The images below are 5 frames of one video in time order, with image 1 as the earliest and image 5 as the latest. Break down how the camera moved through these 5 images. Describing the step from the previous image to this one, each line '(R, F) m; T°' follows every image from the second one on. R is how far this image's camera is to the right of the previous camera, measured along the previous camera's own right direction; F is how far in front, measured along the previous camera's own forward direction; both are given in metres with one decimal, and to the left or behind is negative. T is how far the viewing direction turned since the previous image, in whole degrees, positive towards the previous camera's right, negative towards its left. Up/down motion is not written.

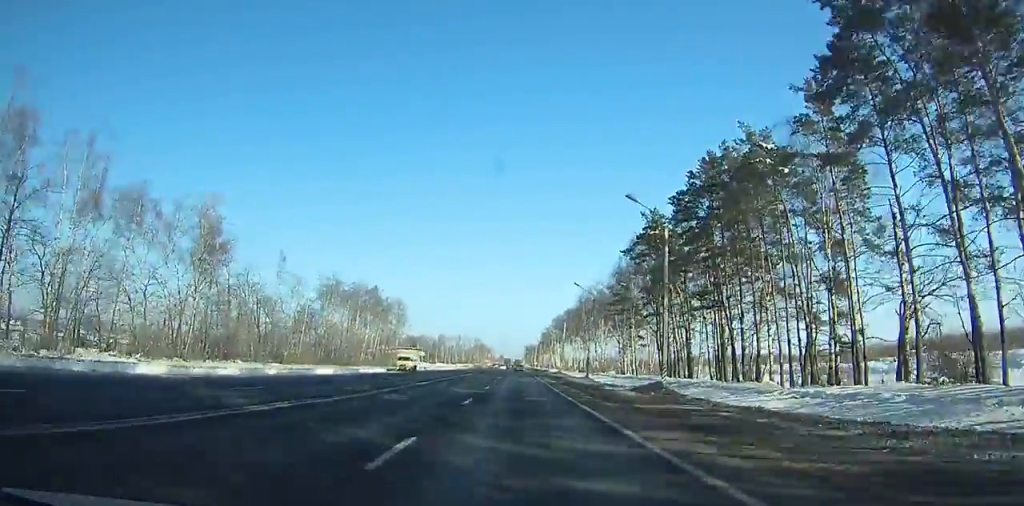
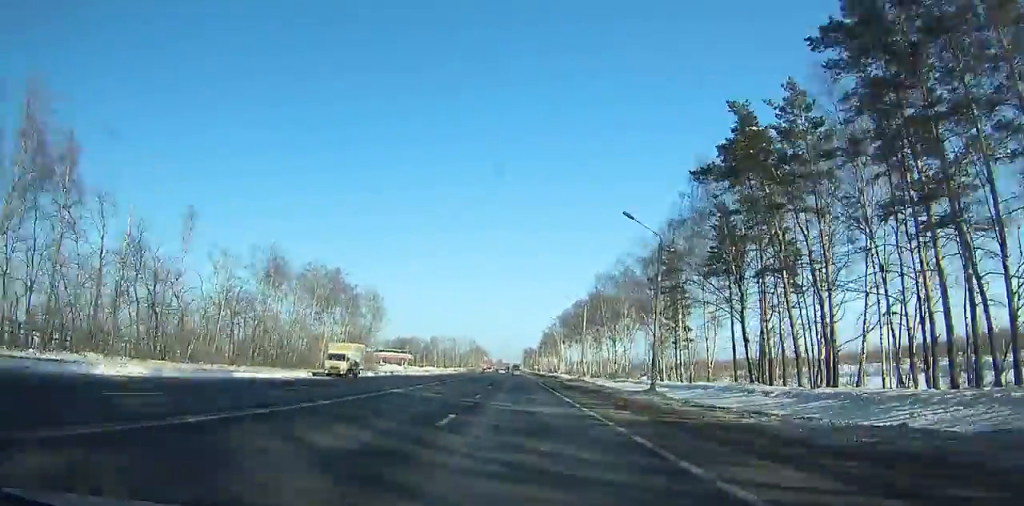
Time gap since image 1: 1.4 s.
(-1.0, +28.9) m; 0°
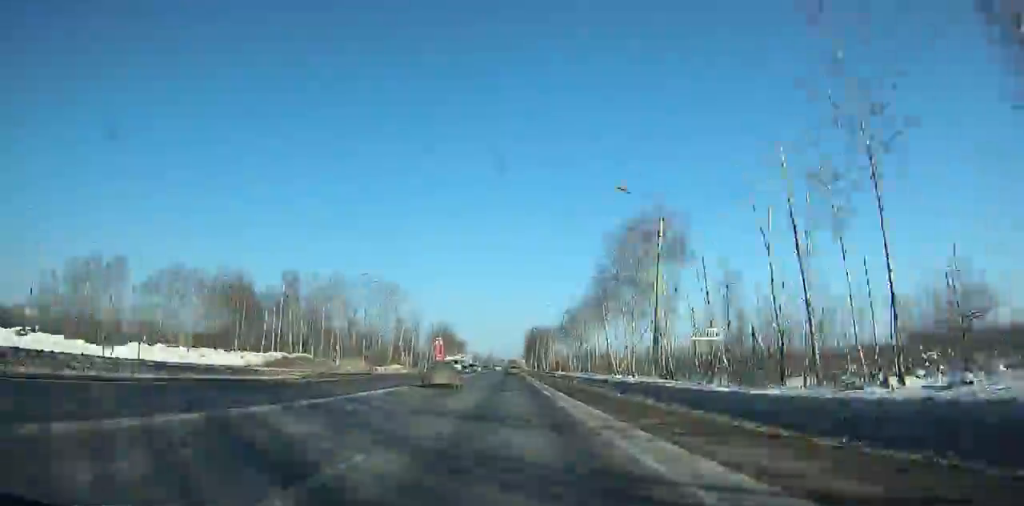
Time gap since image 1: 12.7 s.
(+13.5, +240.7) m; +2°
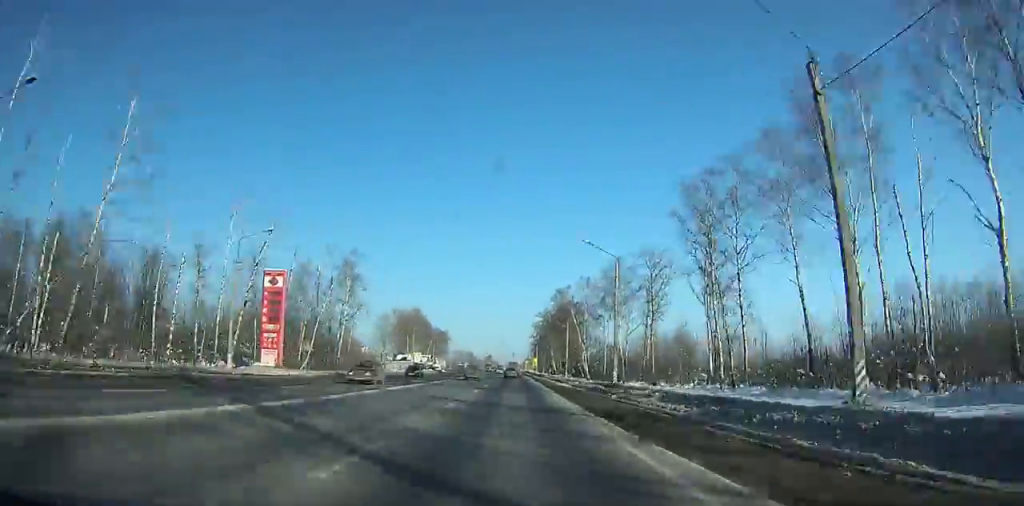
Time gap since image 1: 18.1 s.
(+1.5, +122.8) m; +2°
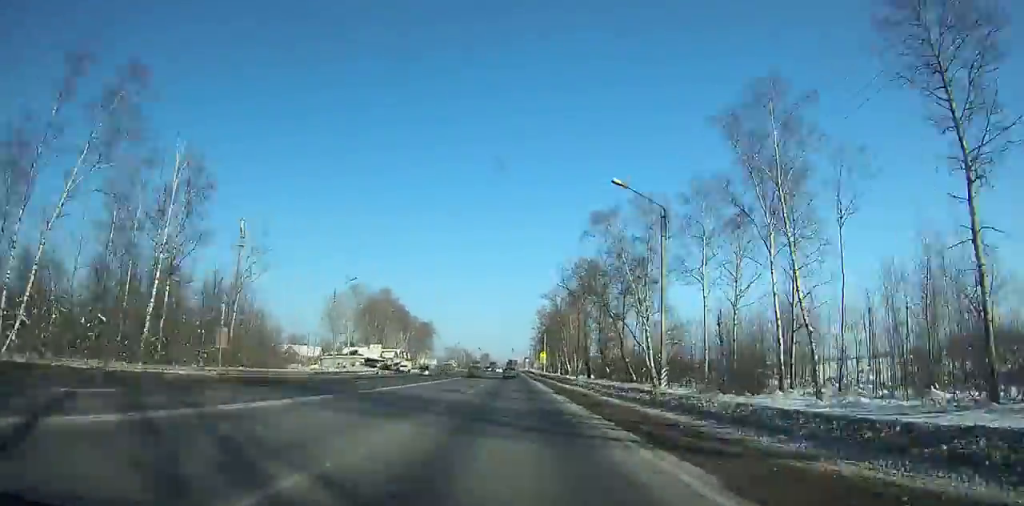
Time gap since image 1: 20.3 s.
(+0.2, +49.3) m; 0°
